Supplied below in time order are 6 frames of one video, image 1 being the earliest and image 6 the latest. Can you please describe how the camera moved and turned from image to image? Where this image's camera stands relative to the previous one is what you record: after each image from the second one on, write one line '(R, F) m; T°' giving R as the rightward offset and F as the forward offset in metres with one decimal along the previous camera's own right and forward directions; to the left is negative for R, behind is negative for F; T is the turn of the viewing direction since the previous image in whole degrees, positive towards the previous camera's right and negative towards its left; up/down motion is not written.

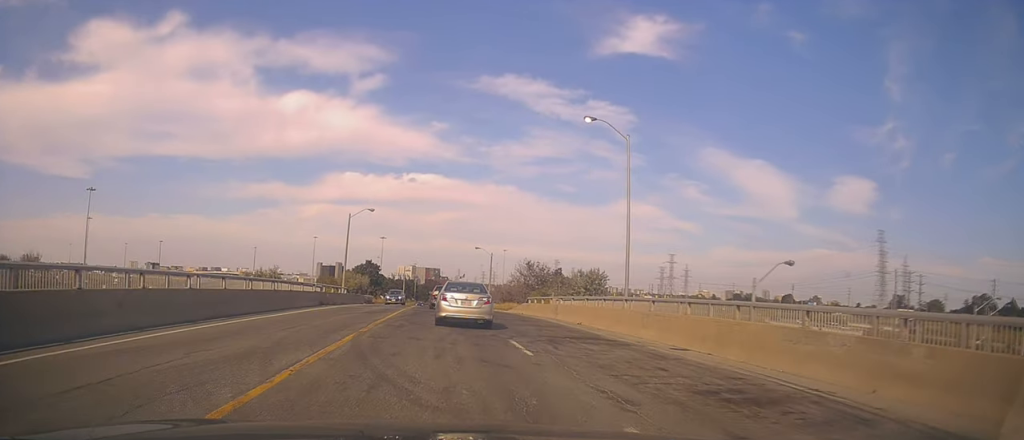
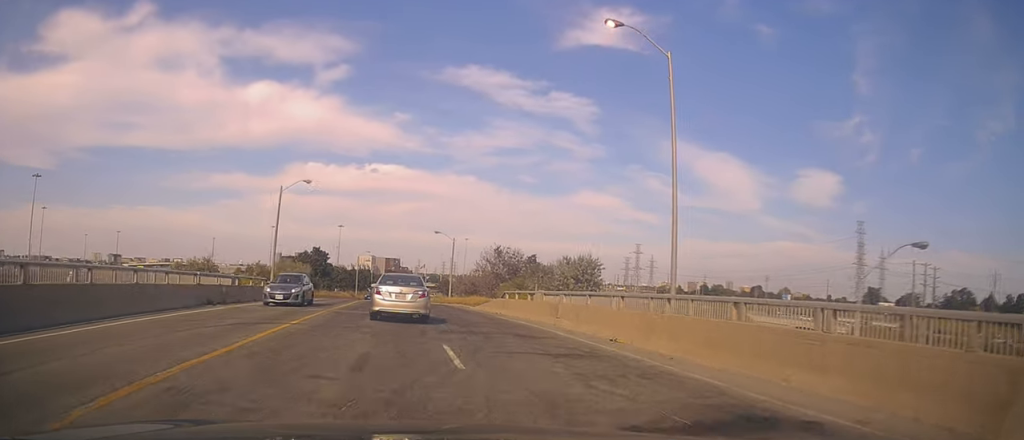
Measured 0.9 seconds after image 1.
(0.0, +11.0) m; +2°
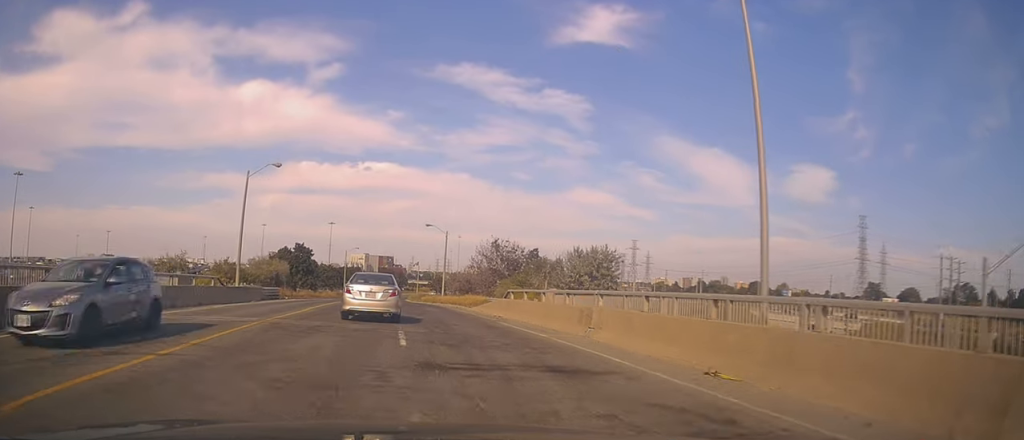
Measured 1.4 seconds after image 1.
(+0.2, +6.4) m; +2°
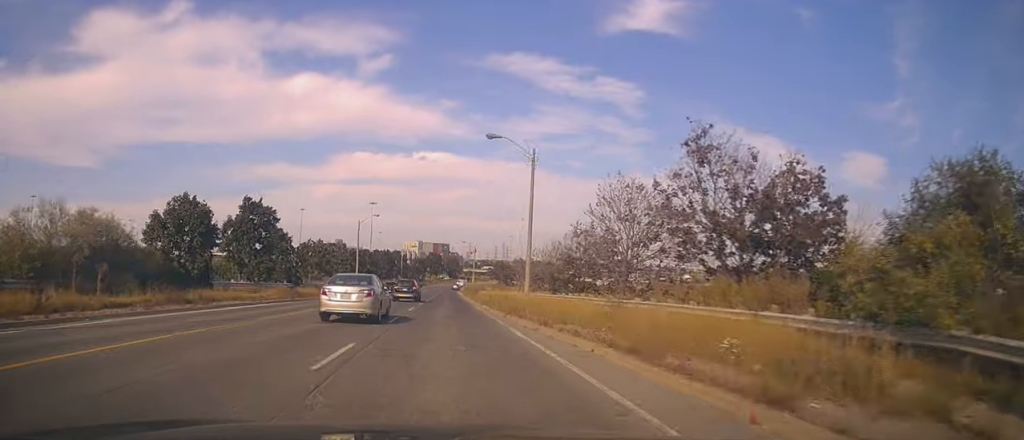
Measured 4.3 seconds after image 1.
(+0.3, +38.2) m; -1°
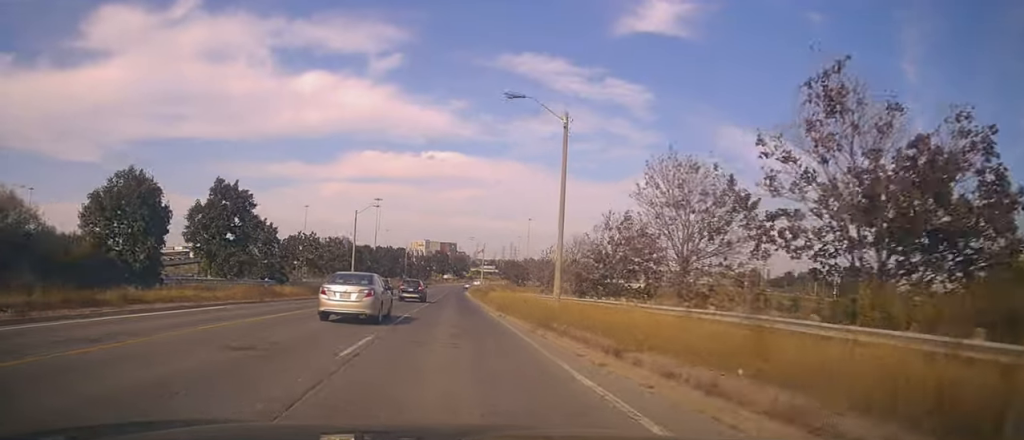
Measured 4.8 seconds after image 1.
(0.0, +6.9) m; -1°
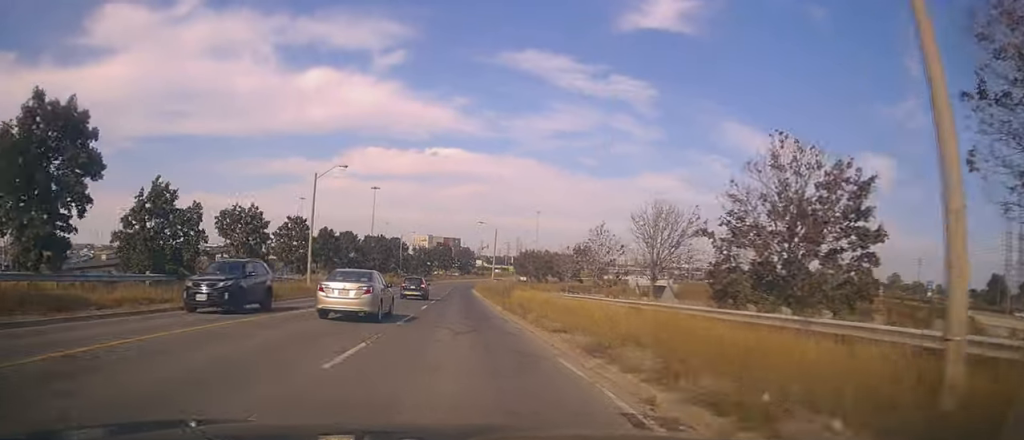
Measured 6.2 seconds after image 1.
(-0.3, +19.3) m; -2°
